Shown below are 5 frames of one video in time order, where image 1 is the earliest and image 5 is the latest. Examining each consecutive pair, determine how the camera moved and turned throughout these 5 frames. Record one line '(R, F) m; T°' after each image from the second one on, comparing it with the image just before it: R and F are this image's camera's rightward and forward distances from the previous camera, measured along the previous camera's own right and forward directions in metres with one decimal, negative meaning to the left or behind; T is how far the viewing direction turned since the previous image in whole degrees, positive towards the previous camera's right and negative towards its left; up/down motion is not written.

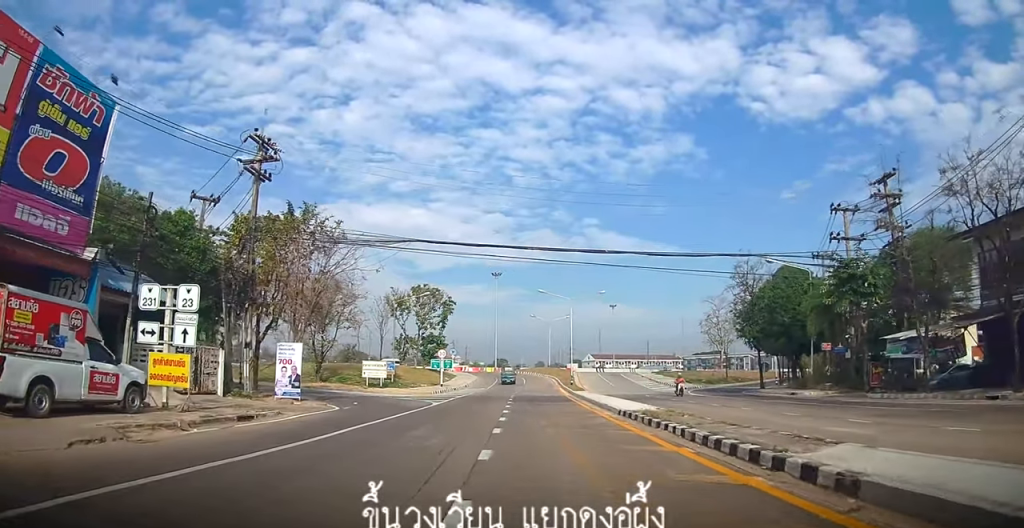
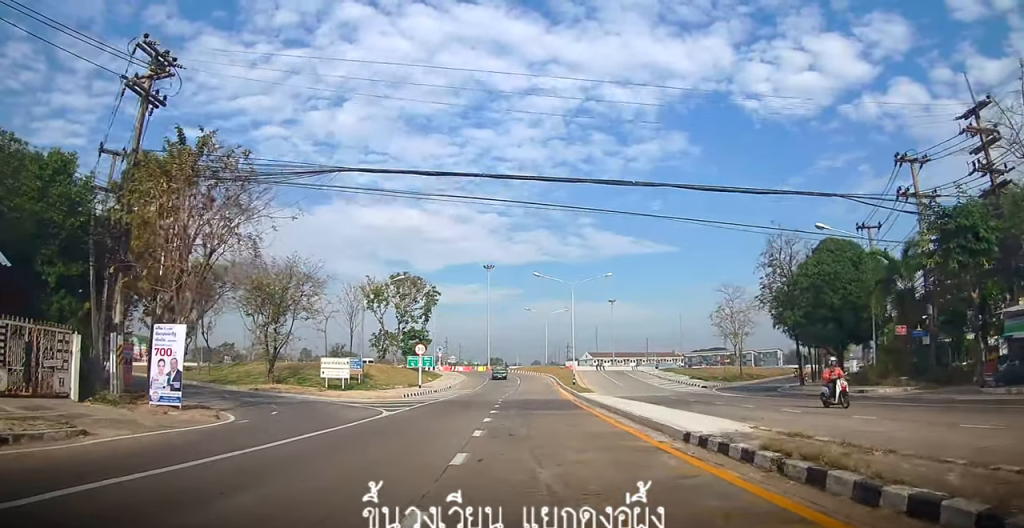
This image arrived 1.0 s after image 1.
(+0.2, +7.7) m; -2°
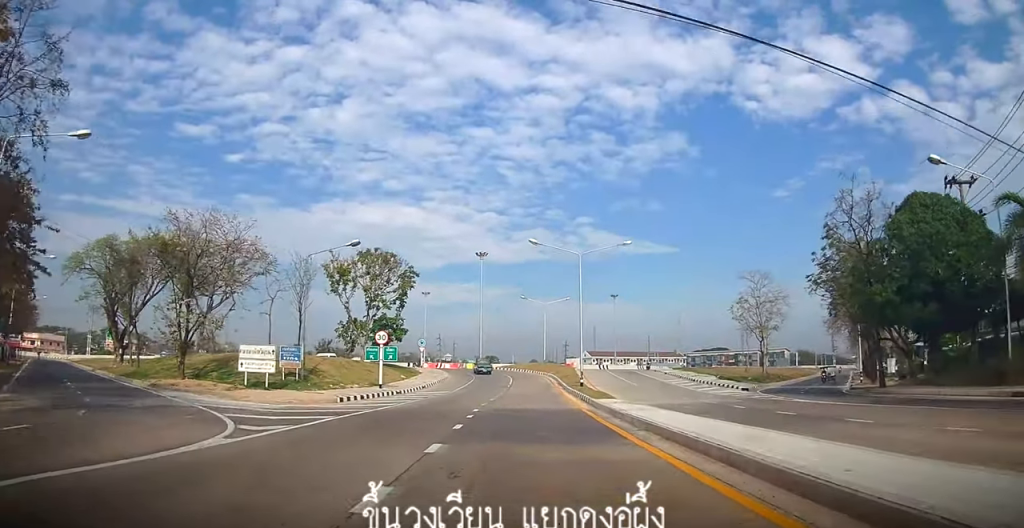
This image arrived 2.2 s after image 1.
(-0.7, +10.6) m; -4°
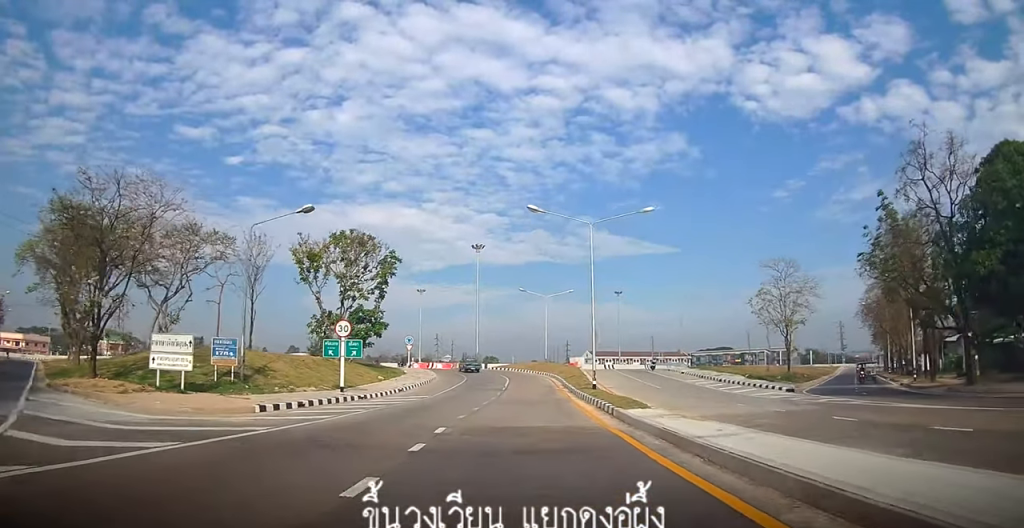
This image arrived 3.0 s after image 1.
(+0.2, +7.3) m; +2°
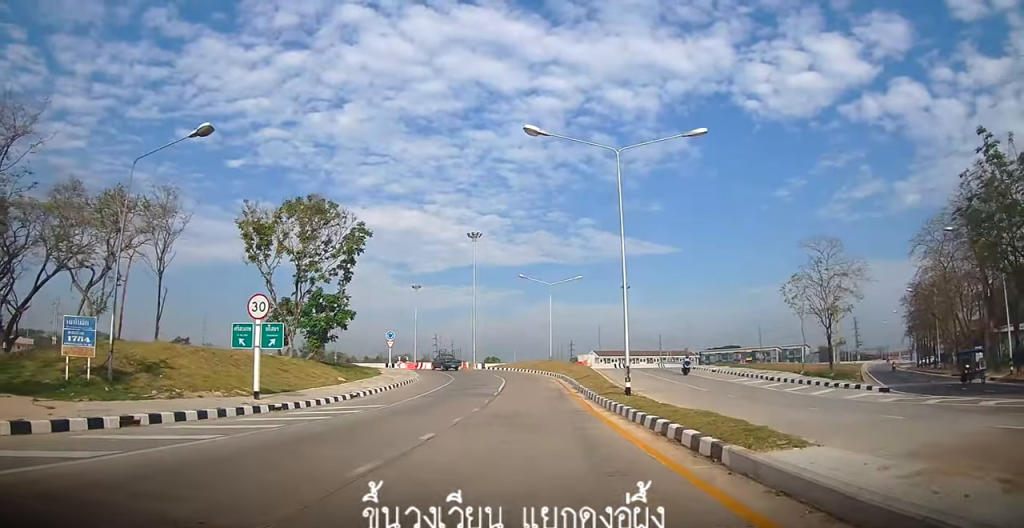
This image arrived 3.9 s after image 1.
(+0.1, +9.2) m; +1°
